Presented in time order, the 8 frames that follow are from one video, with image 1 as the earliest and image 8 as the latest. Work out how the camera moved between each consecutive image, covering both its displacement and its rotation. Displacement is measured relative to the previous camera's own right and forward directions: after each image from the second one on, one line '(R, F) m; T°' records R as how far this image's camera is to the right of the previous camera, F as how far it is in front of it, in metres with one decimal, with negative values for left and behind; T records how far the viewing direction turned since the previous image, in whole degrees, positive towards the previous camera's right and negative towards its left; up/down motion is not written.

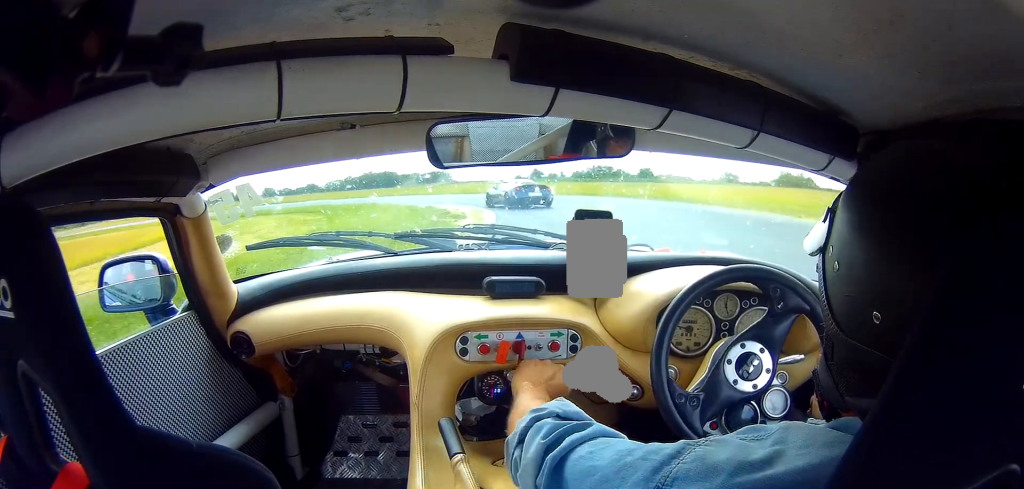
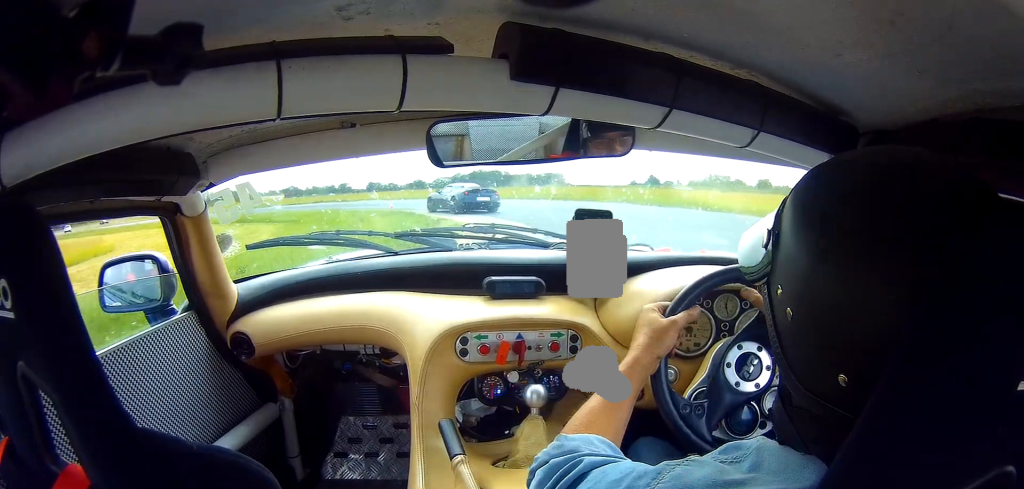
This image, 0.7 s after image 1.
(-1.3, +13.9) m; -13°
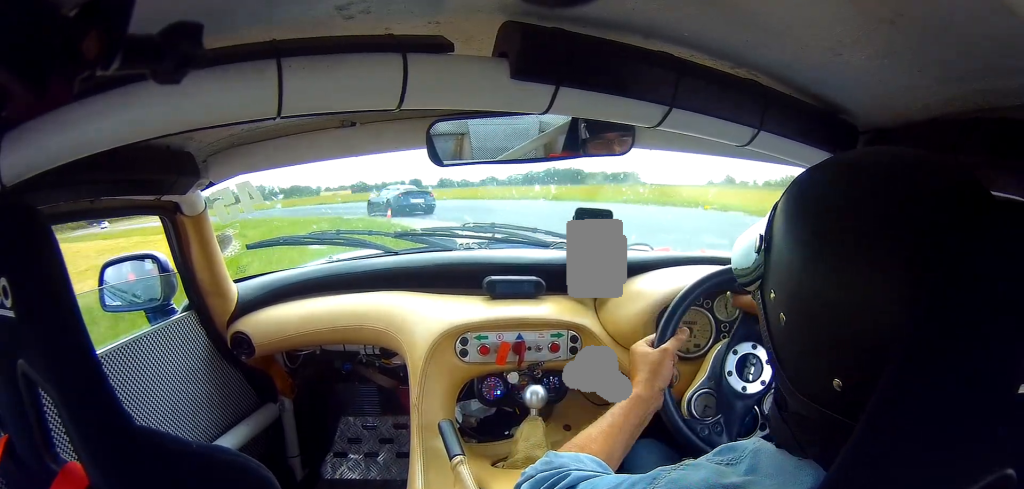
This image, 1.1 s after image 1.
(-1.0, +8.6) m; -8°
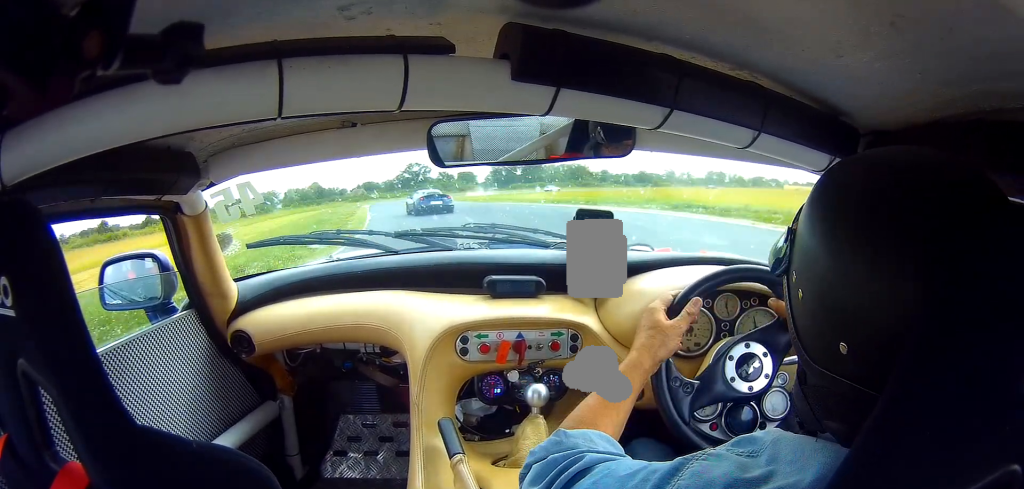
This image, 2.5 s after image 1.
(-6.3, +27.5) m; -29°
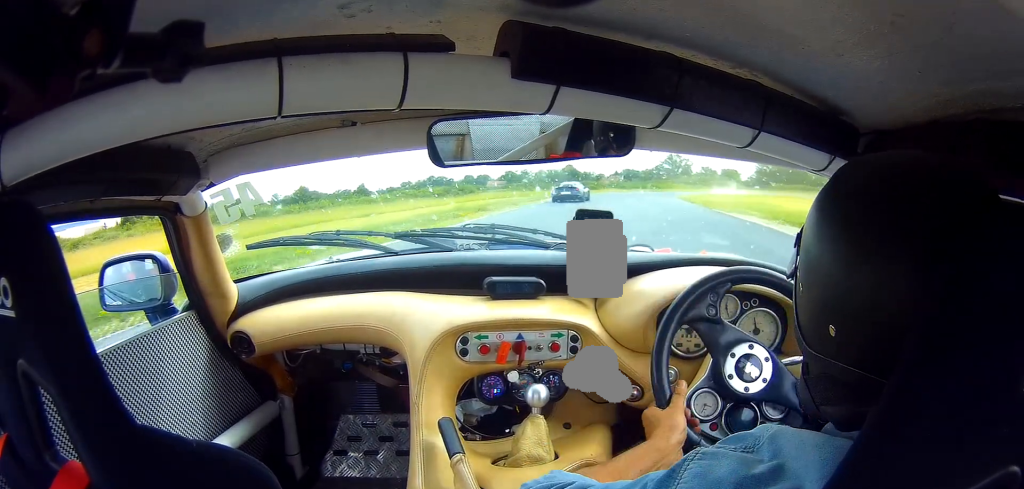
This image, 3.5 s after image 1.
(-4.2, +19.3) m; -15°
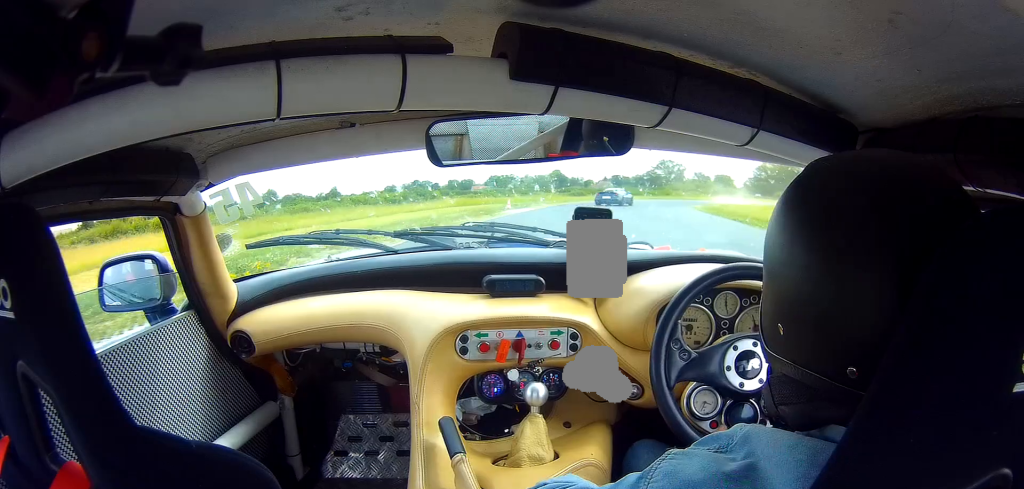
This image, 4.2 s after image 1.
(-1.1, +15.0) m; -2°
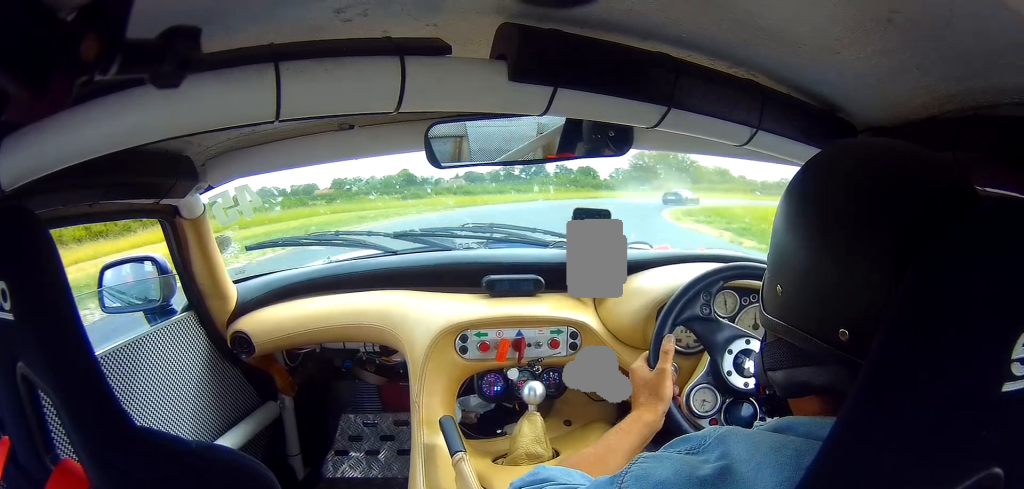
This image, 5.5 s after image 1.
(+2.6, +32.7) m; +13°
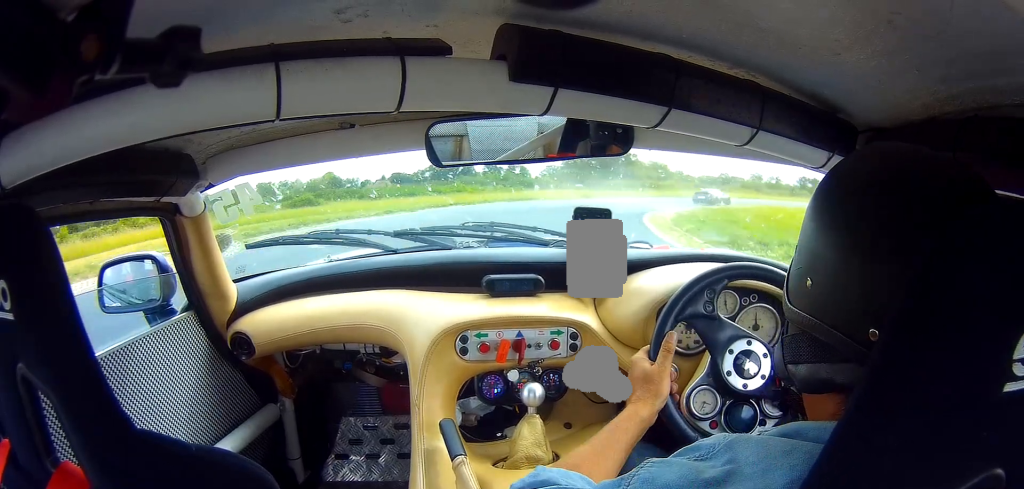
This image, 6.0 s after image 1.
(+0.3, +13.5) m; +7°
